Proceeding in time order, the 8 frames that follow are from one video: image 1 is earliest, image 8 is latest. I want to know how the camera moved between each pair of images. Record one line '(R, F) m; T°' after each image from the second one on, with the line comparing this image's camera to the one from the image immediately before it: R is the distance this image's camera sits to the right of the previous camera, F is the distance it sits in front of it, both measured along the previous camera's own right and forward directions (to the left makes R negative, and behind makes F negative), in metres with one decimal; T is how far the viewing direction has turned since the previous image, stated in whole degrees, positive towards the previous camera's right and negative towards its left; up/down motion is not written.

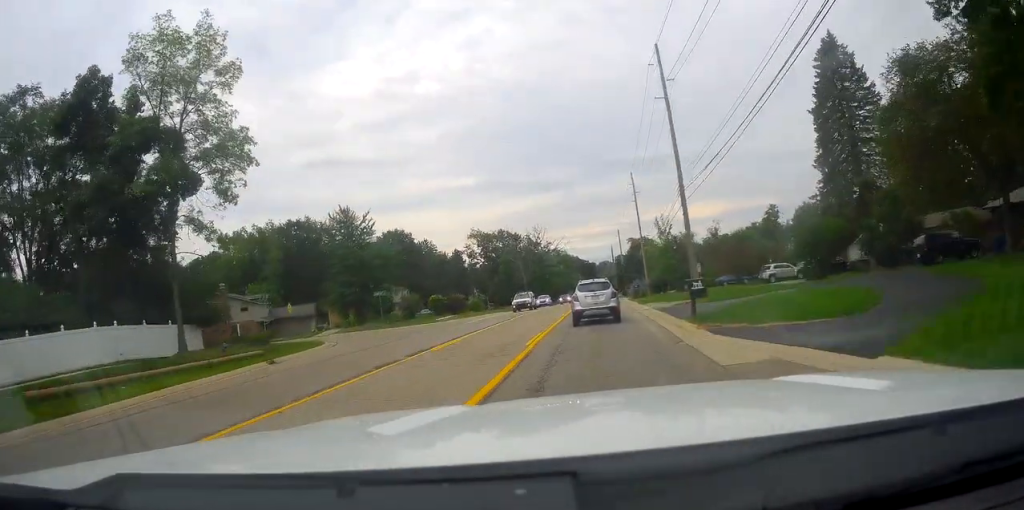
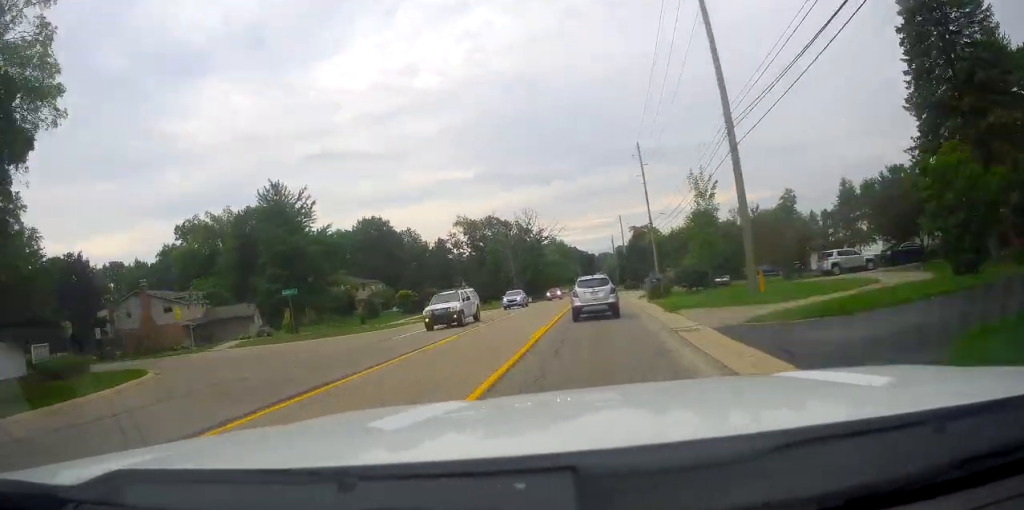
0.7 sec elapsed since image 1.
(+0.3, +14.8) m; +1°
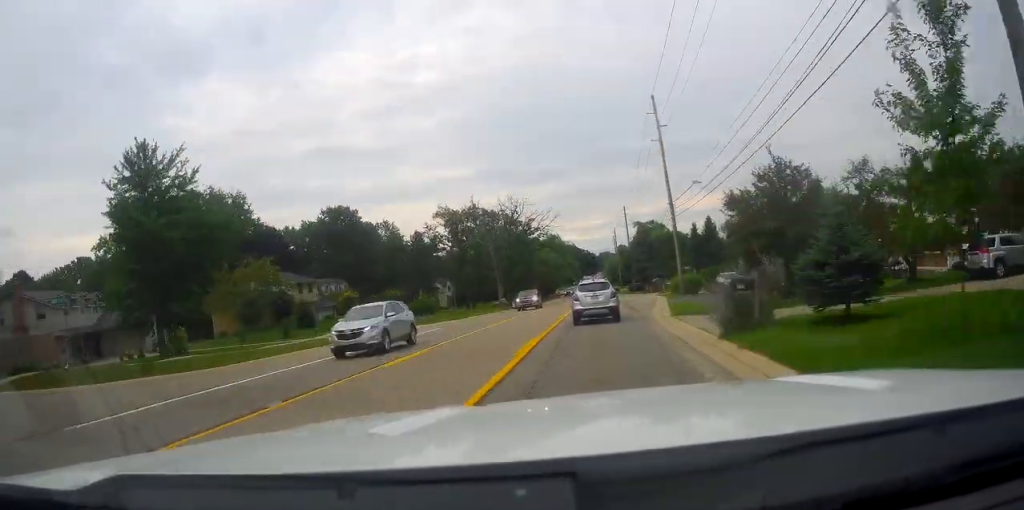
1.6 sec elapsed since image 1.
(+0.2, +17.7) m; +1°
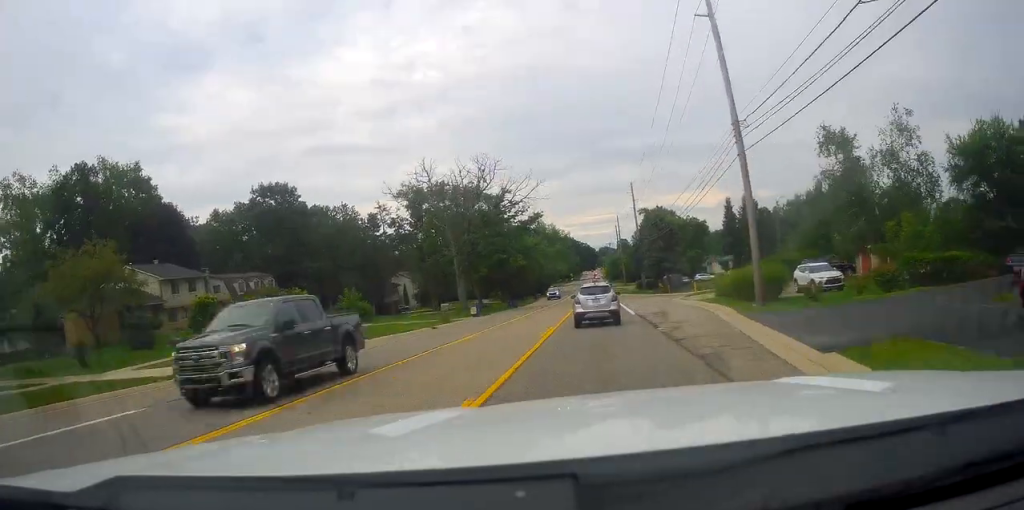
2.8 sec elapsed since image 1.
(0.0, +24.1) m; -1°
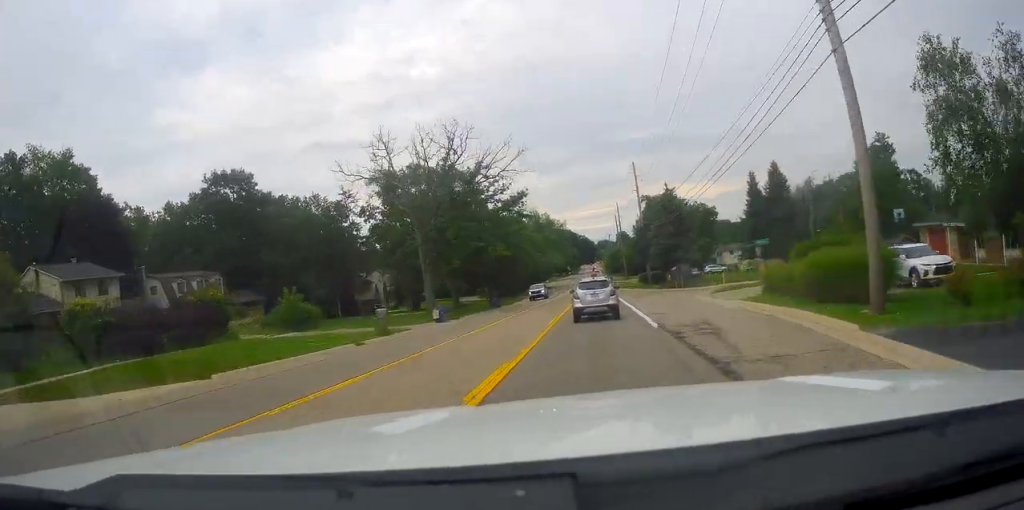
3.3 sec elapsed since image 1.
(+0.1, +11.8) m; -1°
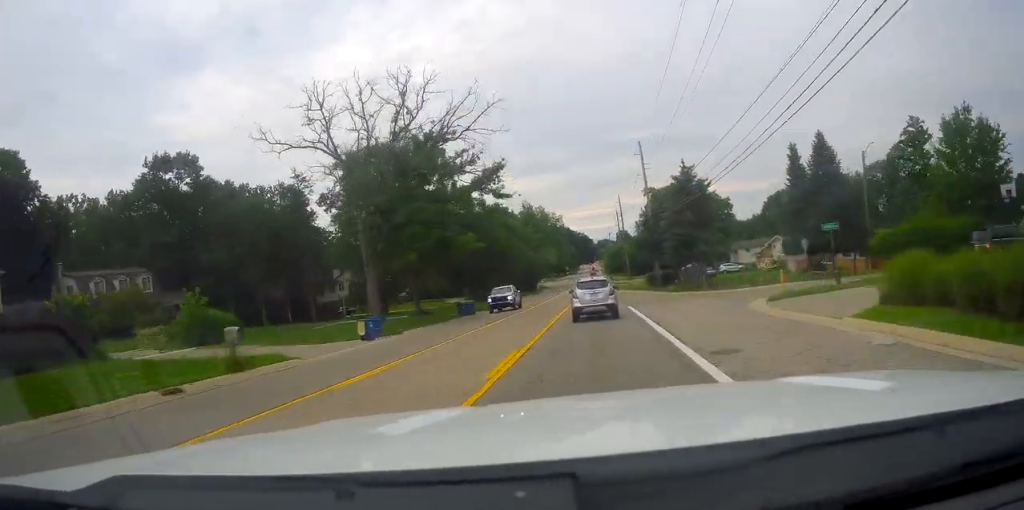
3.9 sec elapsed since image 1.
(-0.4, +12.5) m; -1°
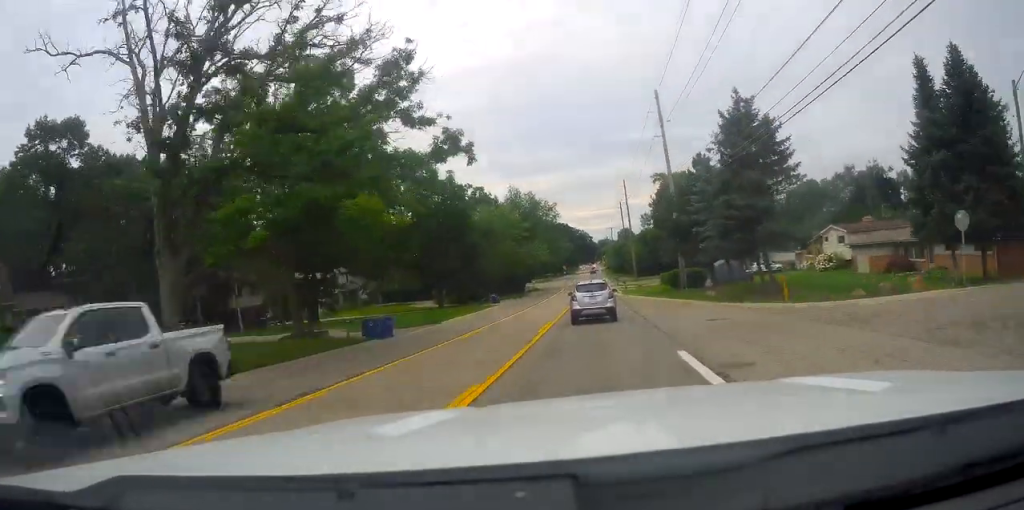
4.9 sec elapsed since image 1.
(-0.2, +19.5) m; +1°
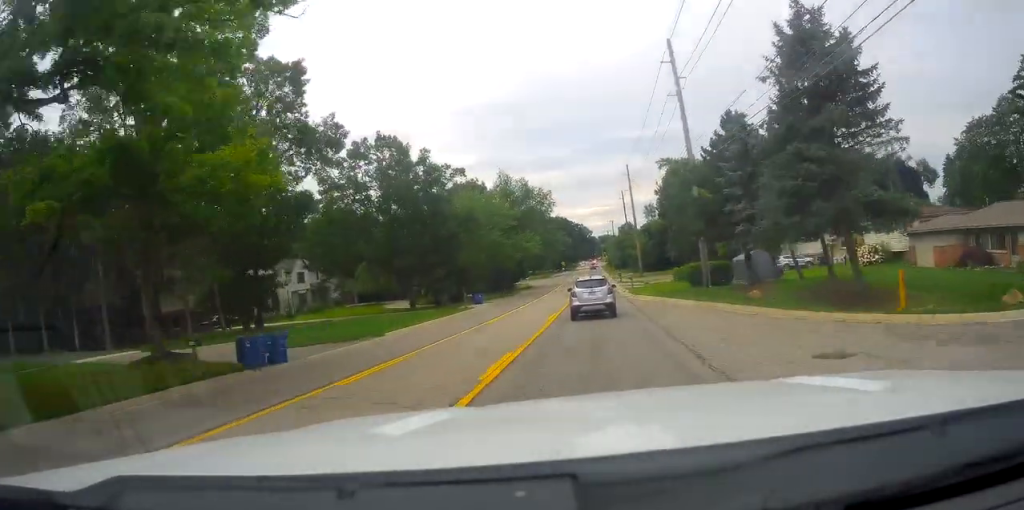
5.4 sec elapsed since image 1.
(0.0, +10.5) m; +1°
